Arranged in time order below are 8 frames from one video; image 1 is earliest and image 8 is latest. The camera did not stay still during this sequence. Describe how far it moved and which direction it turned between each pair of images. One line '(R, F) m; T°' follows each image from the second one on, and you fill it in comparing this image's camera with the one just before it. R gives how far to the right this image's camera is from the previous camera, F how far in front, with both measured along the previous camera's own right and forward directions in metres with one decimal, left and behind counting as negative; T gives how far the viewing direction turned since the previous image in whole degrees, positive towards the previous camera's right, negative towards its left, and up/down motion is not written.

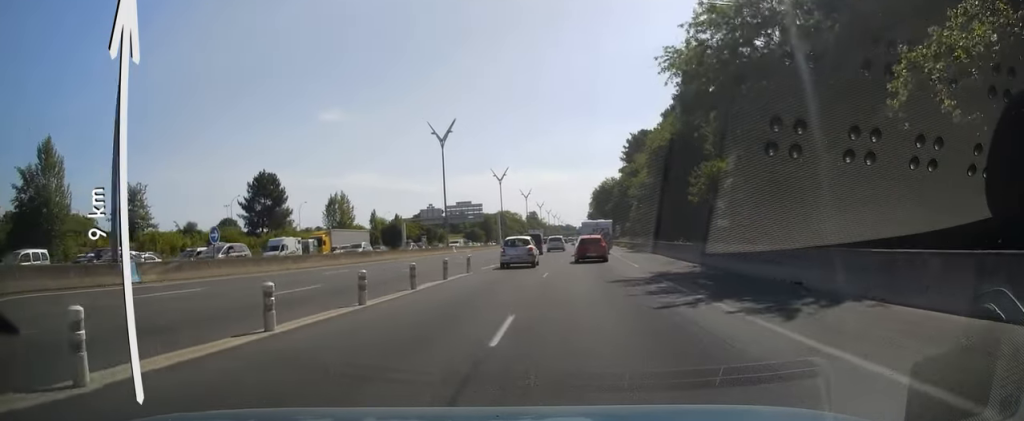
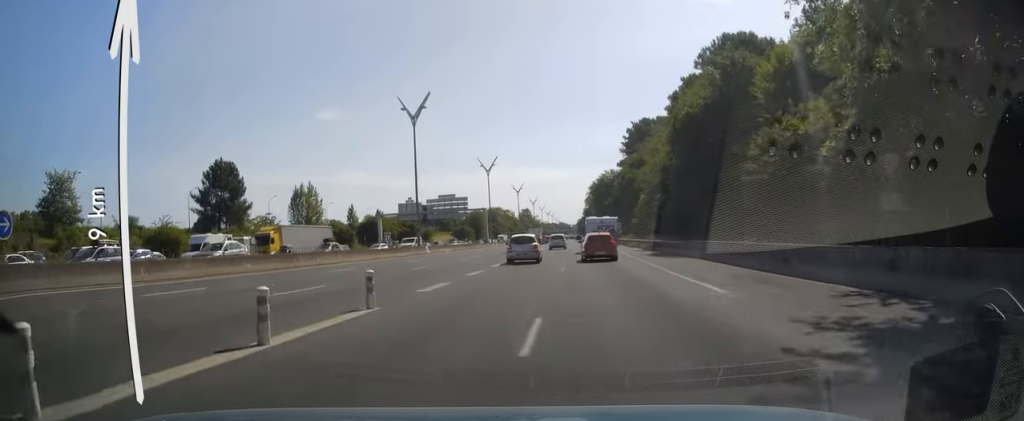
(0.0, +13.5) m; +1°
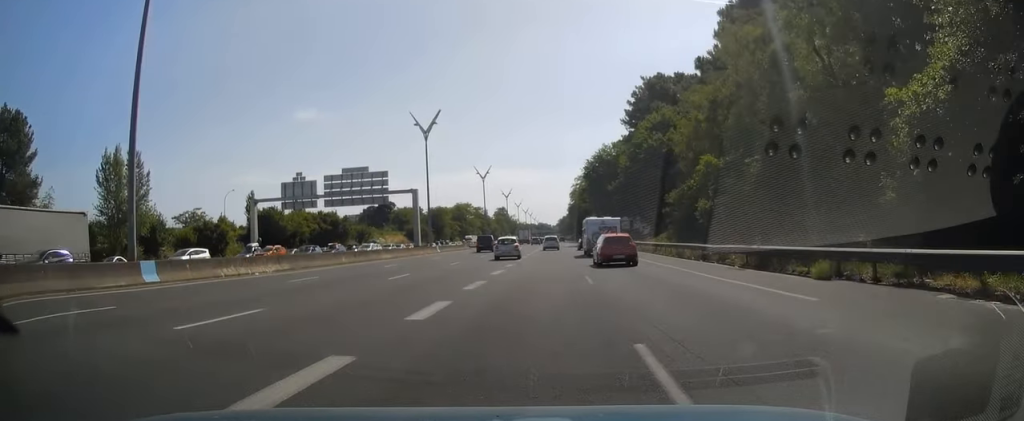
(+1.2, +43.9) m; +2°
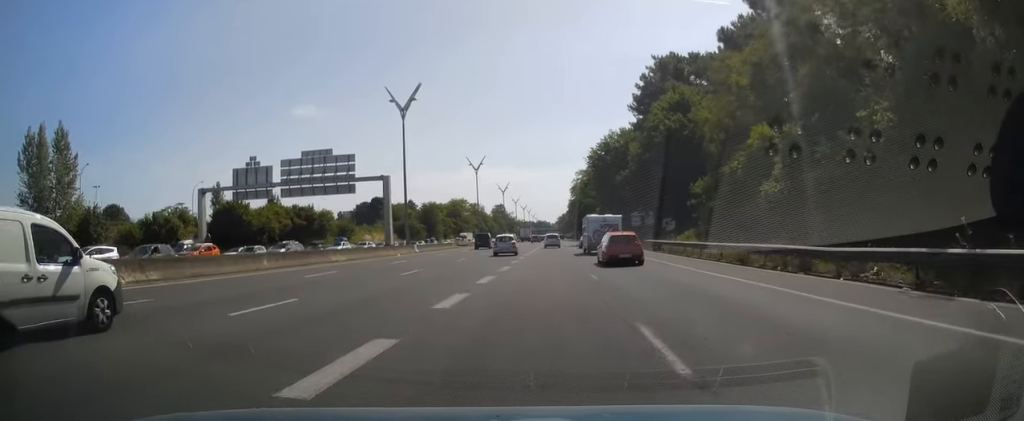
(0.0, +11.6) m; 0°
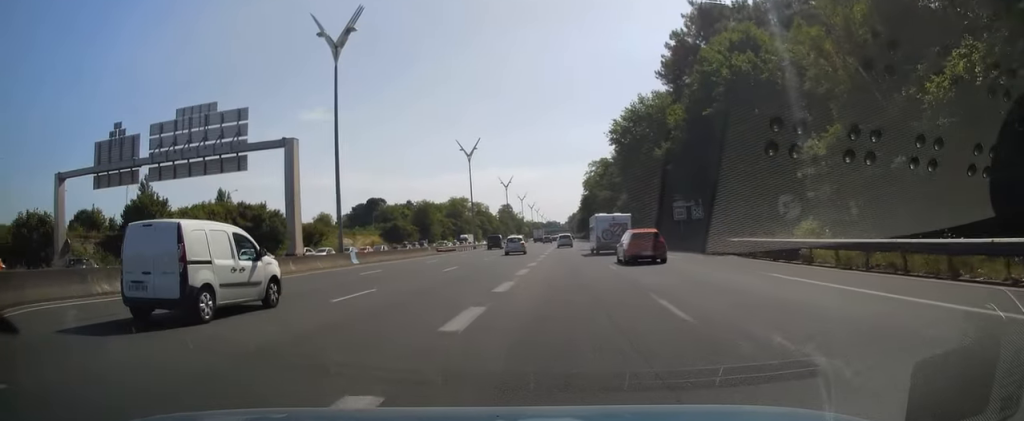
(0.0, +22.2) m; -1°
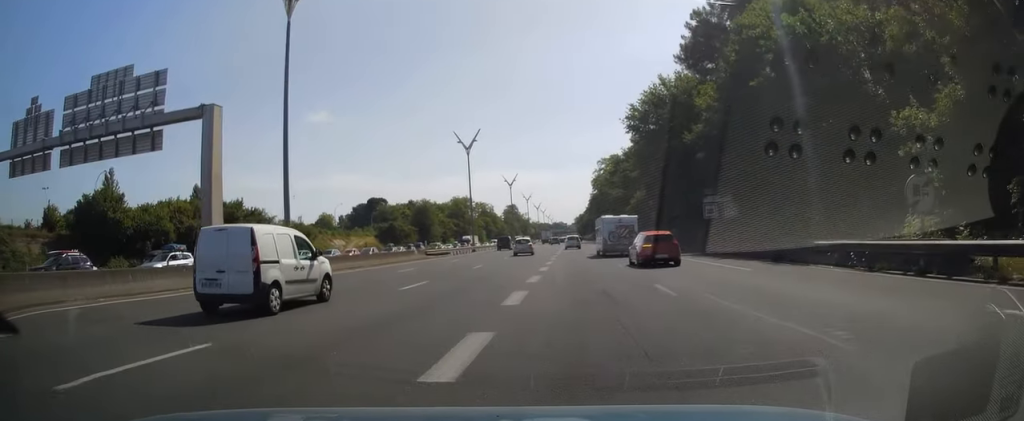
(-0.1, +9.1) m; 0°
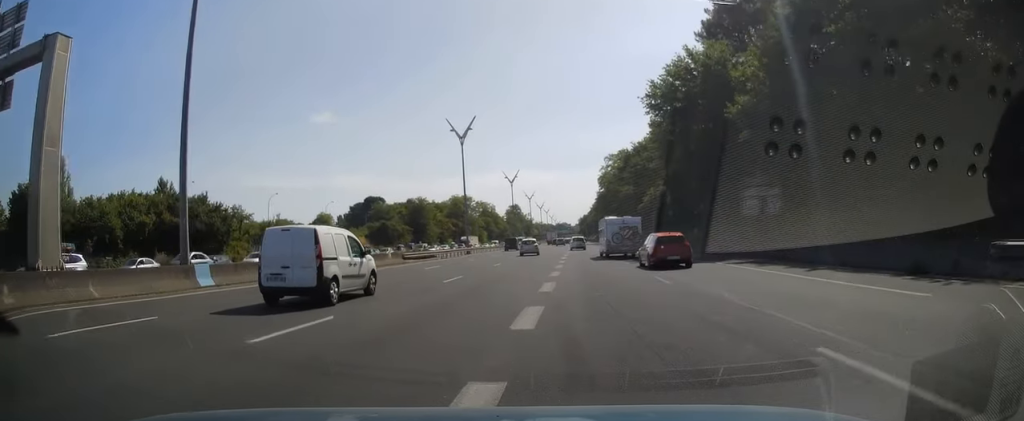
(-0.2, +9.7) m; 0°
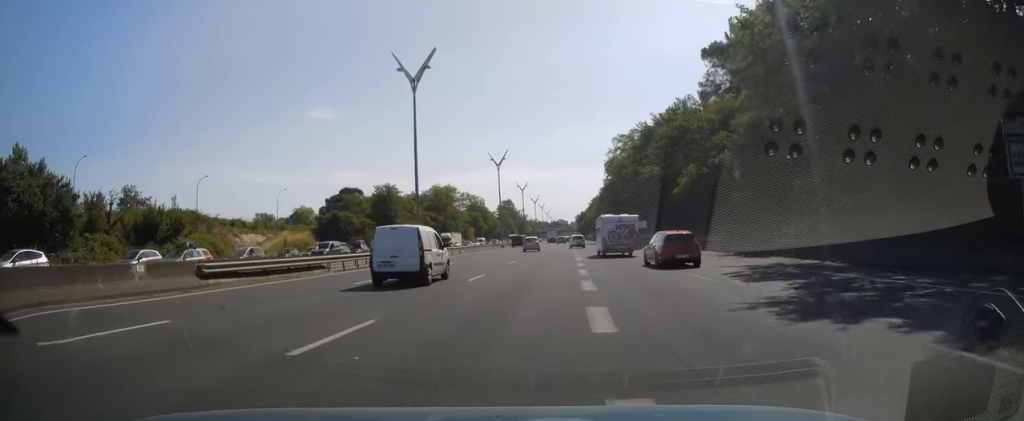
(+0.3, +26.2) m; 0°
